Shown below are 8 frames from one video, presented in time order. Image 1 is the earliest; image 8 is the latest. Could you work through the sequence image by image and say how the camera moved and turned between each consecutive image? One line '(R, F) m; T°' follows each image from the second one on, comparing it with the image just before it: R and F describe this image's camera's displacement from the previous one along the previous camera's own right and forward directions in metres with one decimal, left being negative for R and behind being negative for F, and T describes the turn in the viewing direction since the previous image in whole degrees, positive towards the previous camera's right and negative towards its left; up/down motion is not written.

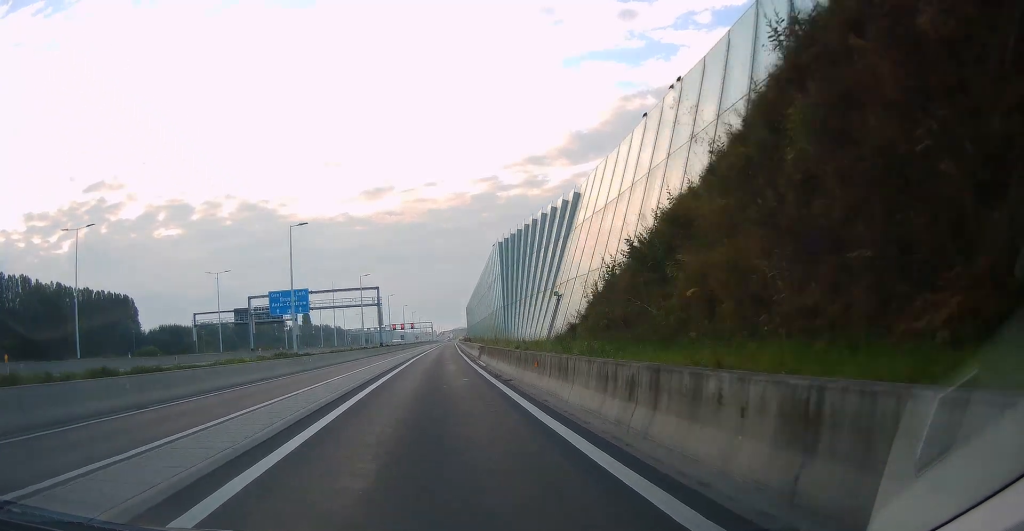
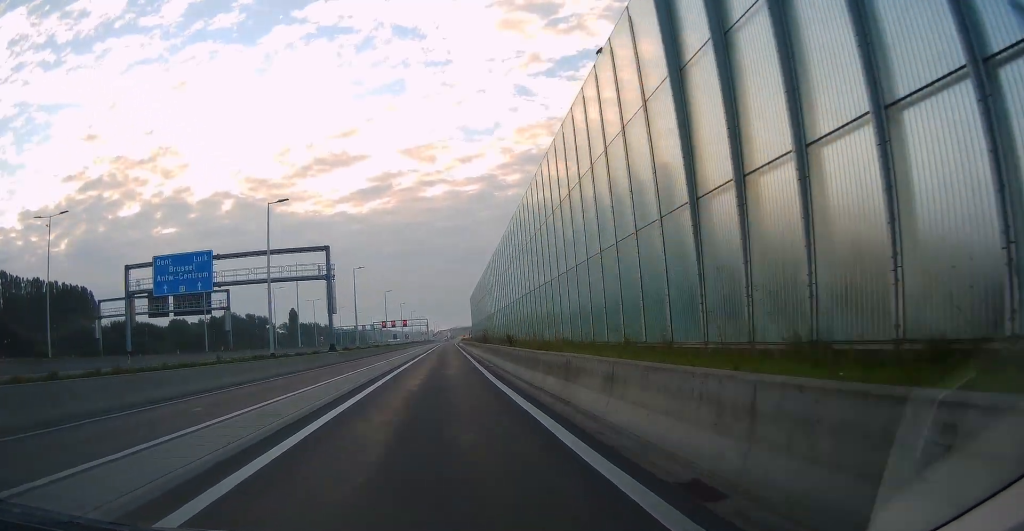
(-0.1, +40.6) m; -1°
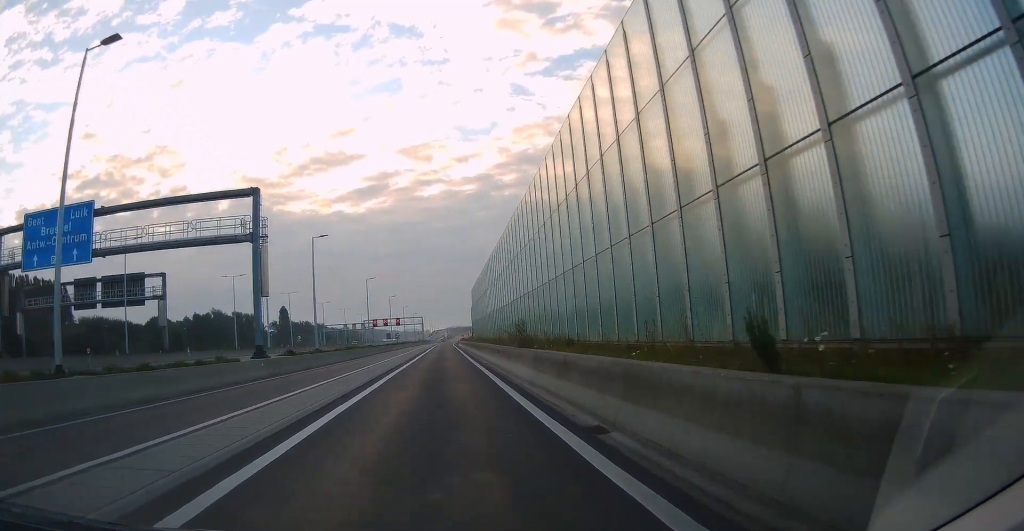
(-0.2, +21.1) m; 0°
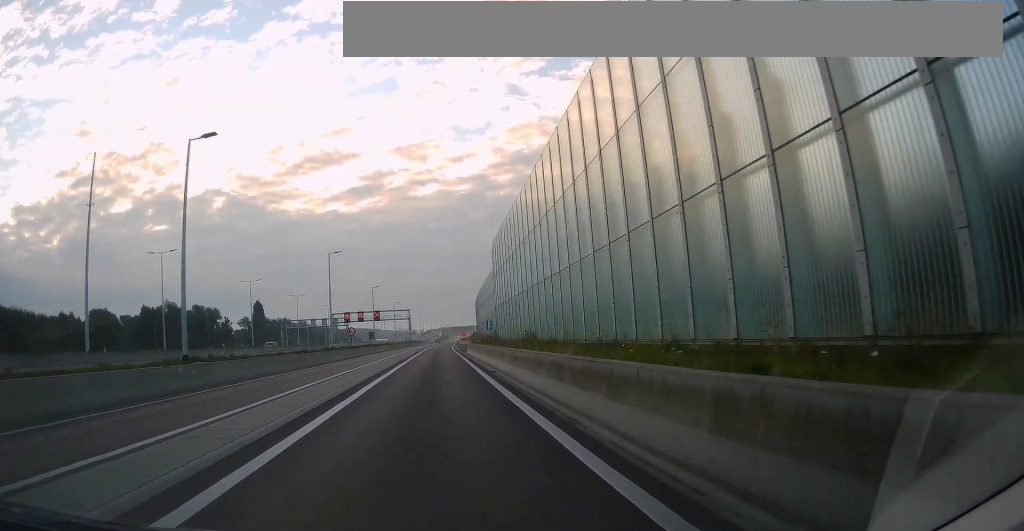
(+0.1, +58.3) m; +1°
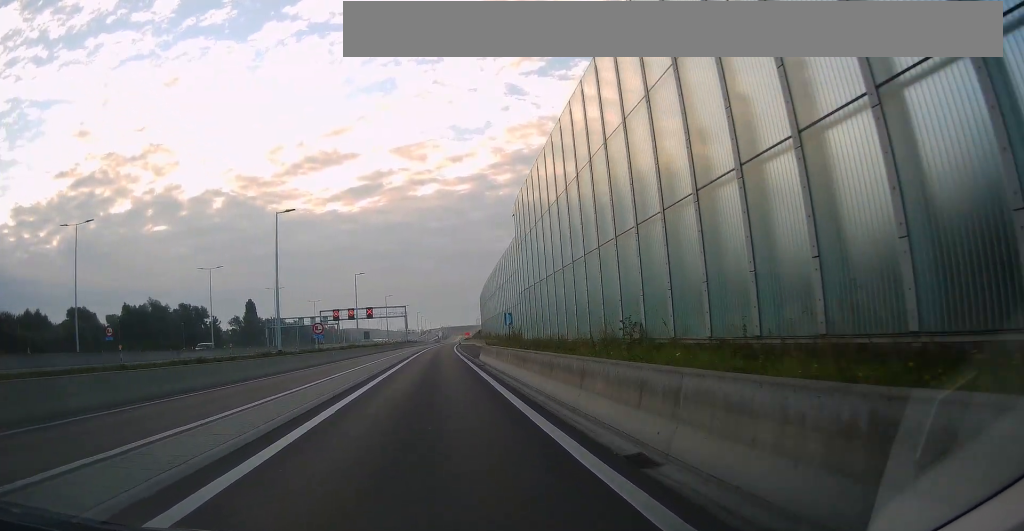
(0.0, +17.6) m; 0°
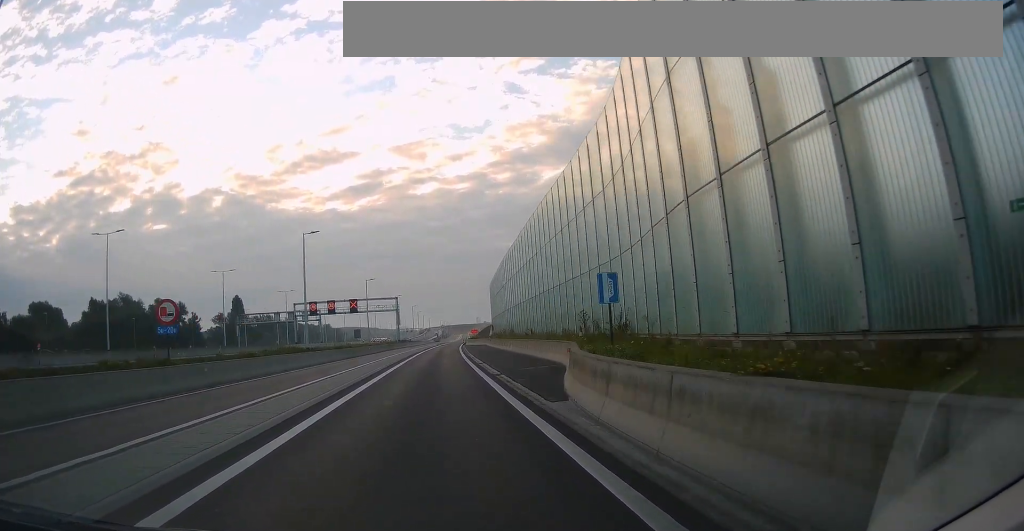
(0.0, +28.7) m; 0°
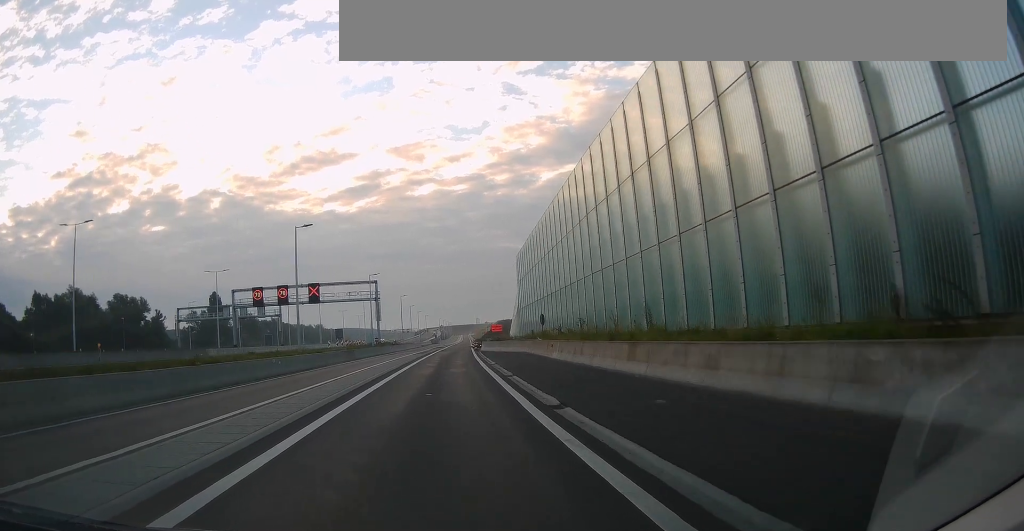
(0.0, +38.9) m; +1°
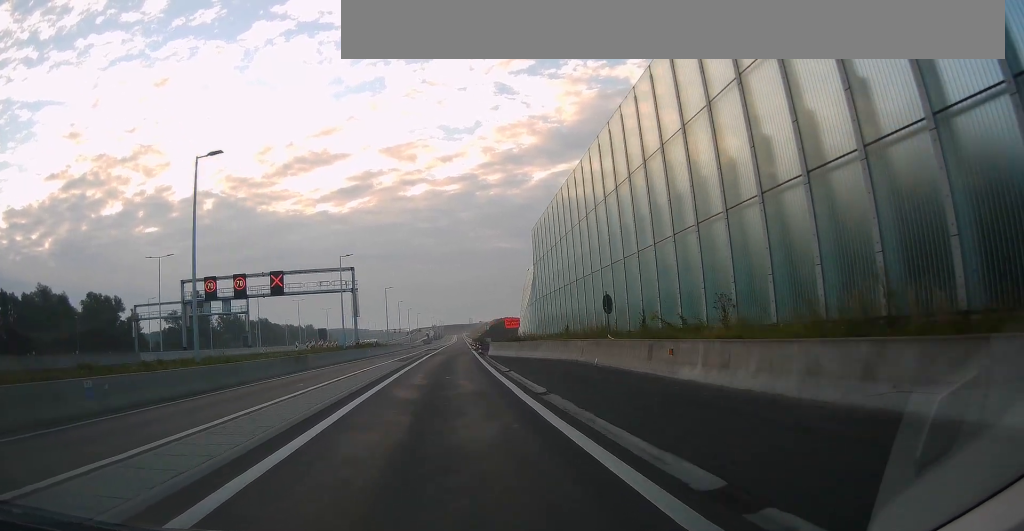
(+0.2, +16.8) m; 0°
